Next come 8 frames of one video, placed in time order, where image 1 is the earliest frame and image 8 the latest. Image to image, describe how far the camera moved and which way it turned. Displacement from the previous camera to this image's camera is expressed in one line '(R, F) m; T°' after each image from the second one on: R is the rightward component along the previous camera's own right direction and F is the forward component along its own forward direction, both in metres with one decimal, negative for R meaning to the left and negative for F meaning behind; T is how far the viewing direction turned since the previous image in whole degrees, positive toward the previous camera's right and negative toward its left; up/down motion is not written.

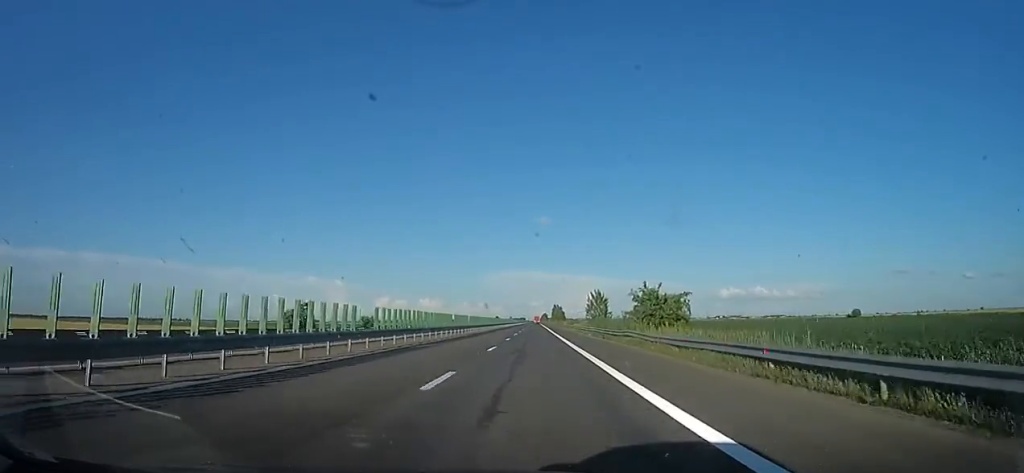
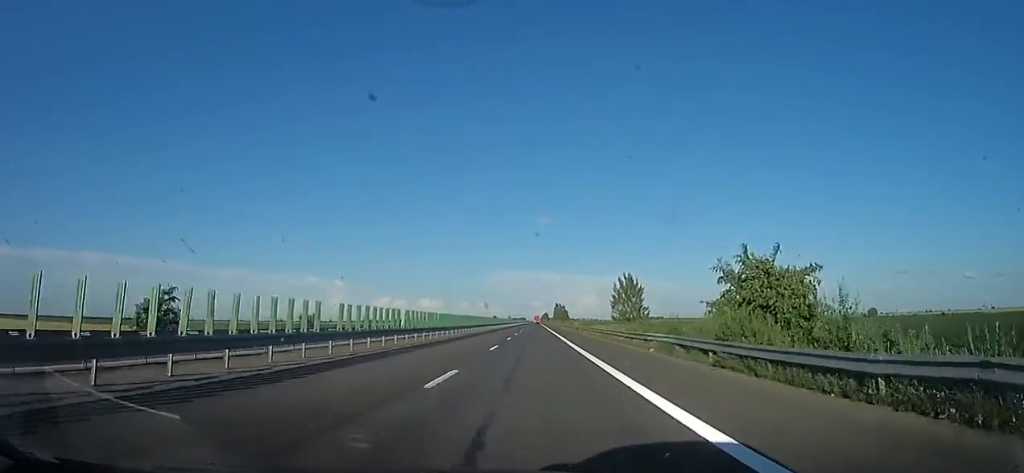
(-0.3, +23.8) m; 0°
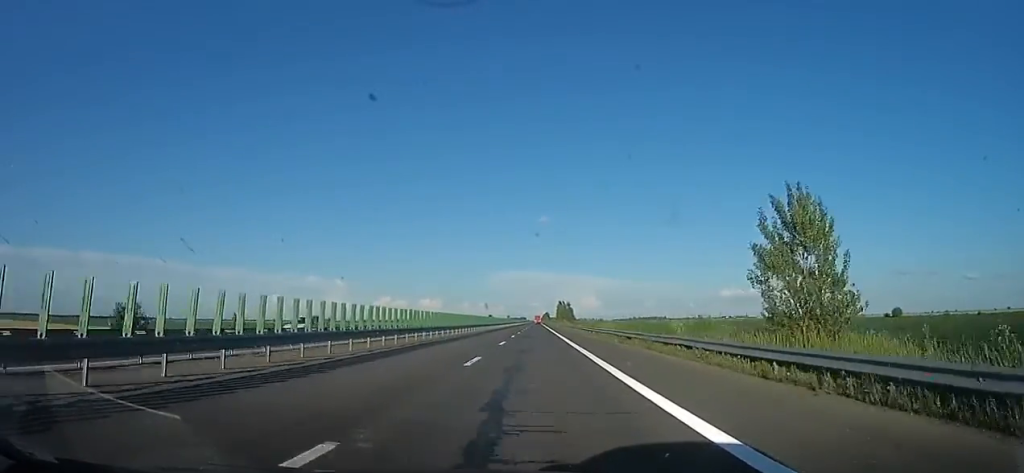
(-0.3, +32.2) m; 0°
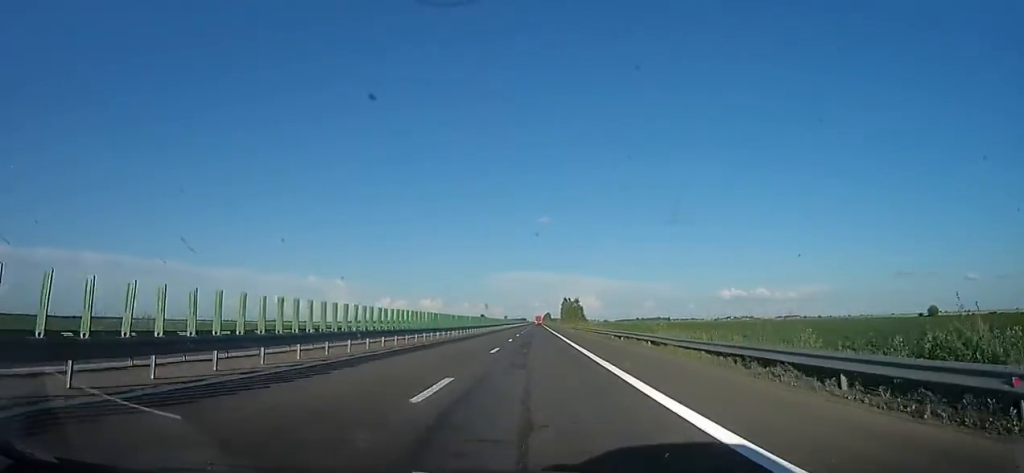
(+0.6, +42.4) m; 0°
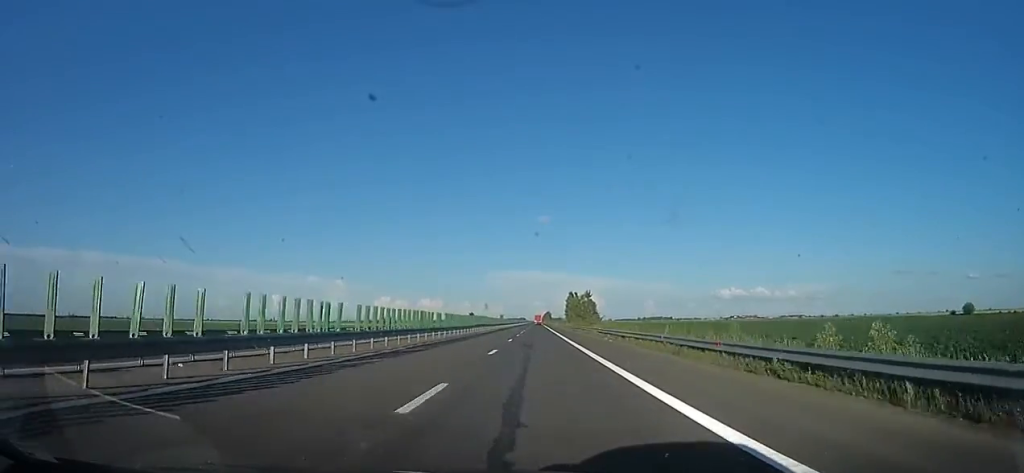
(-0.5, +37.6) m; -1°
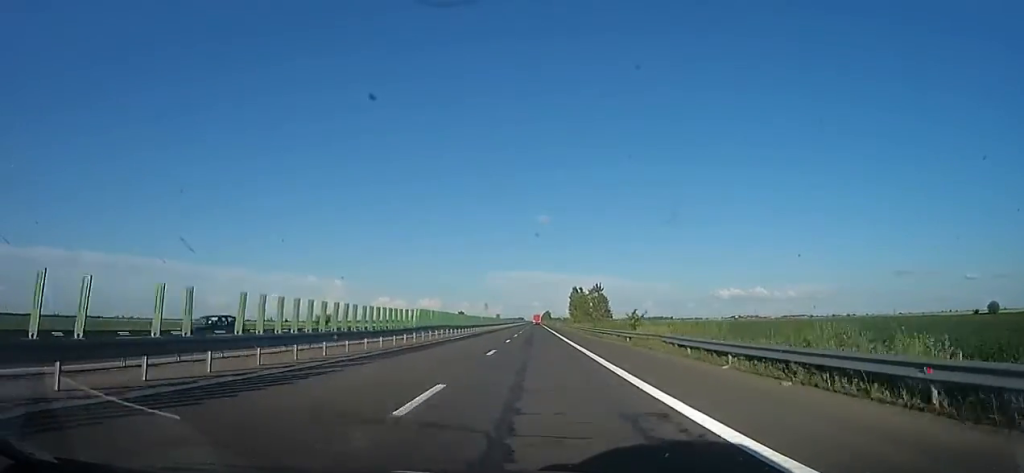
(0.0, +24.5) m; 0°
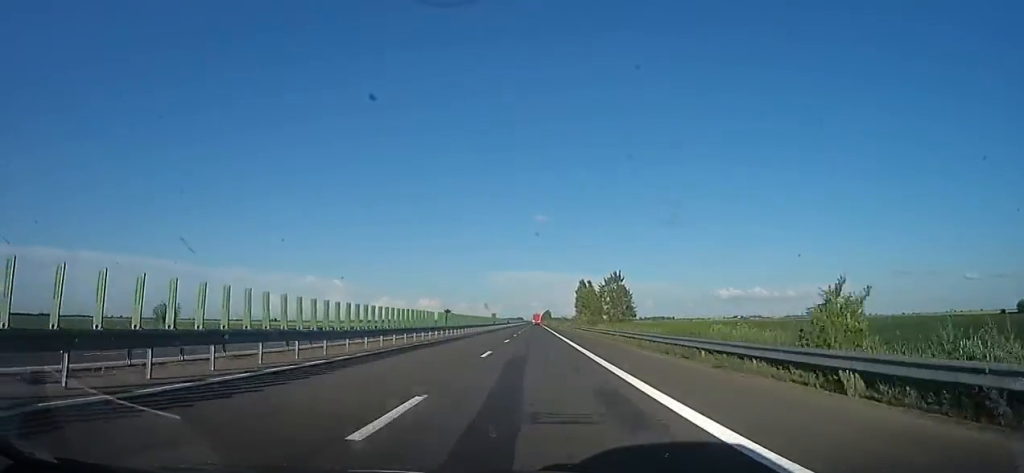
(+0.1, +25.7) m; -1°
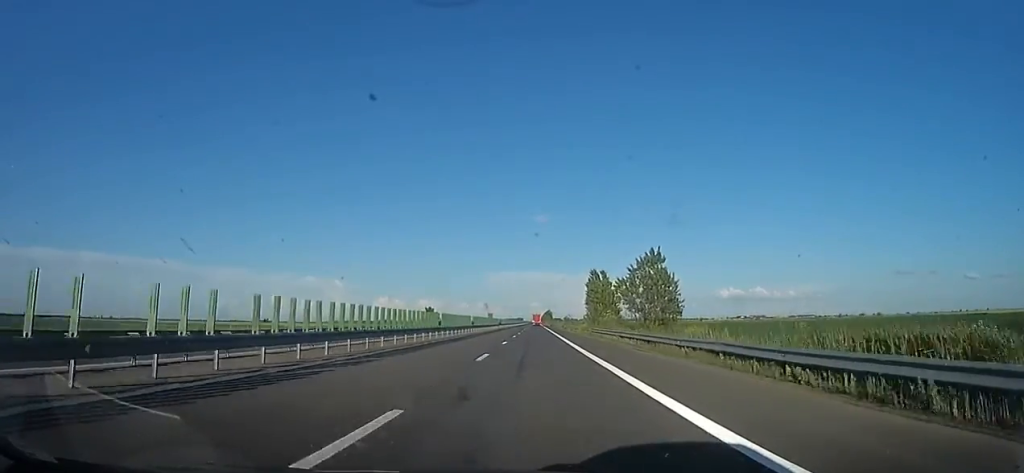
(-0.3, +25.8) m; -1°
